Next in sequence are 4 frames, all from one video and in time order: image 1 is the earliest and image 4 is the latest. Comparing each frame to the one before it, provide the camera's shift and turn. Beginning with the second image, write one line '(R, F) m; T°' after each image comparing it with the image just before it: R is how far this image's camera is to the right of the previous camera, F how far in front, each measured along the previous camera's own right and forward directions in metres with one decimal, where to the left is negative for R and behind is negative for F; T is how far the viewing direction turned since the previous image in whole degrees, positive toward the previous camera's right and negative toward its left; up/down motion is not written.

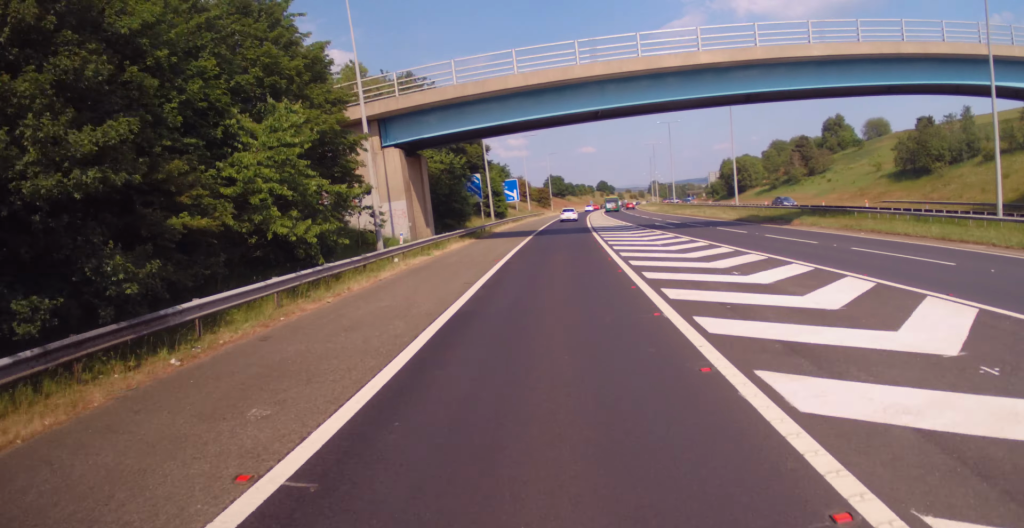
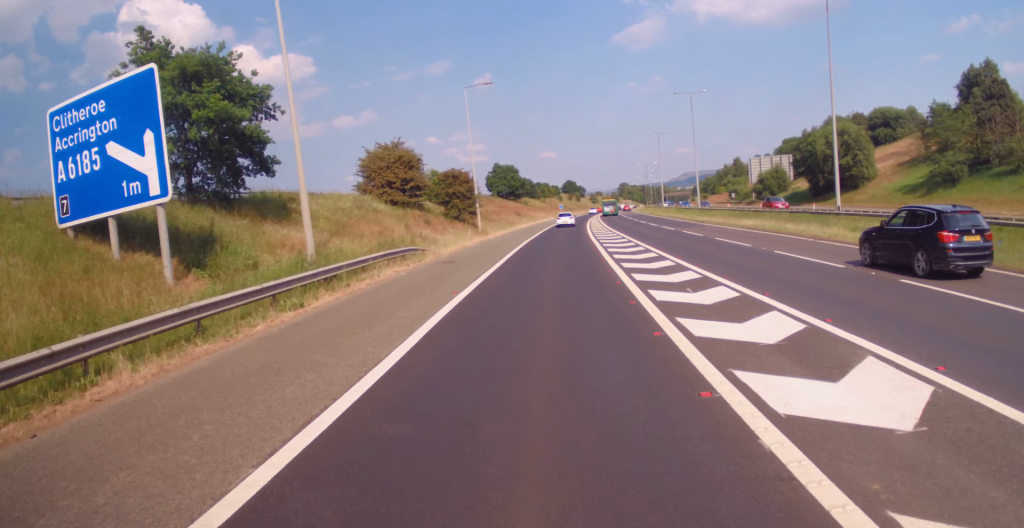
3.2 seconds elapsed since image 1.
(+1.9, +78.8) m; +3°
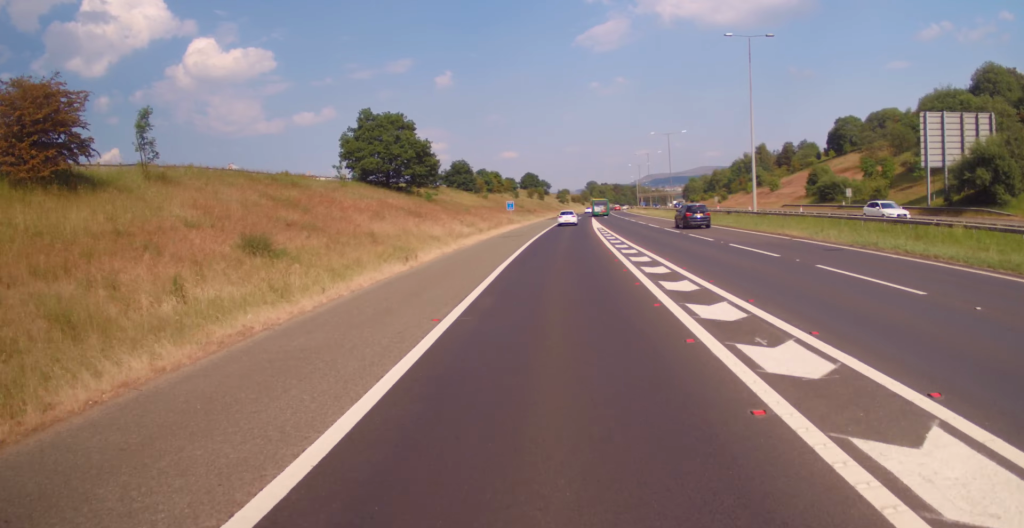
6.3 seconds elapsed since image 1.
(+2.0, +75.6) m; +4°
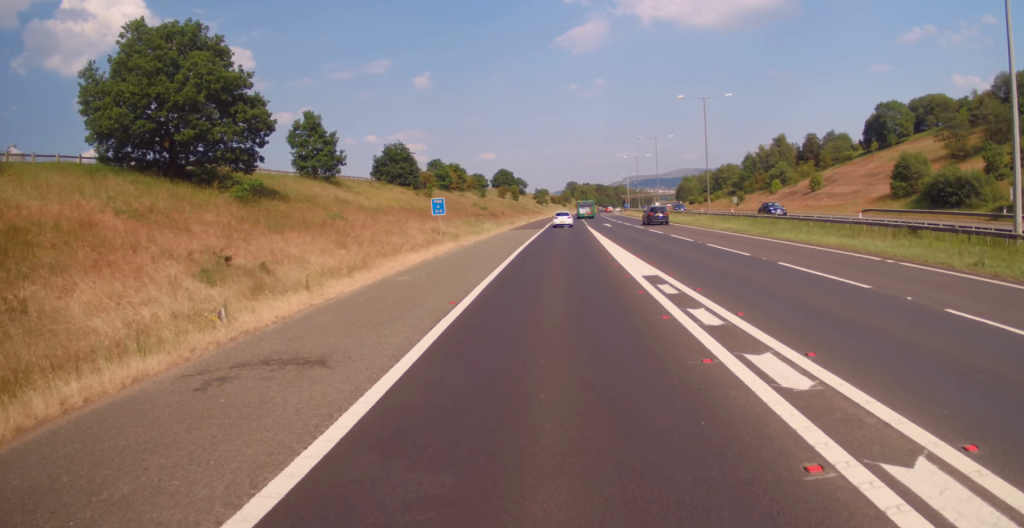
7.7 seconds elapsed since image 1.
(0.0, +34.2) m; 0°
